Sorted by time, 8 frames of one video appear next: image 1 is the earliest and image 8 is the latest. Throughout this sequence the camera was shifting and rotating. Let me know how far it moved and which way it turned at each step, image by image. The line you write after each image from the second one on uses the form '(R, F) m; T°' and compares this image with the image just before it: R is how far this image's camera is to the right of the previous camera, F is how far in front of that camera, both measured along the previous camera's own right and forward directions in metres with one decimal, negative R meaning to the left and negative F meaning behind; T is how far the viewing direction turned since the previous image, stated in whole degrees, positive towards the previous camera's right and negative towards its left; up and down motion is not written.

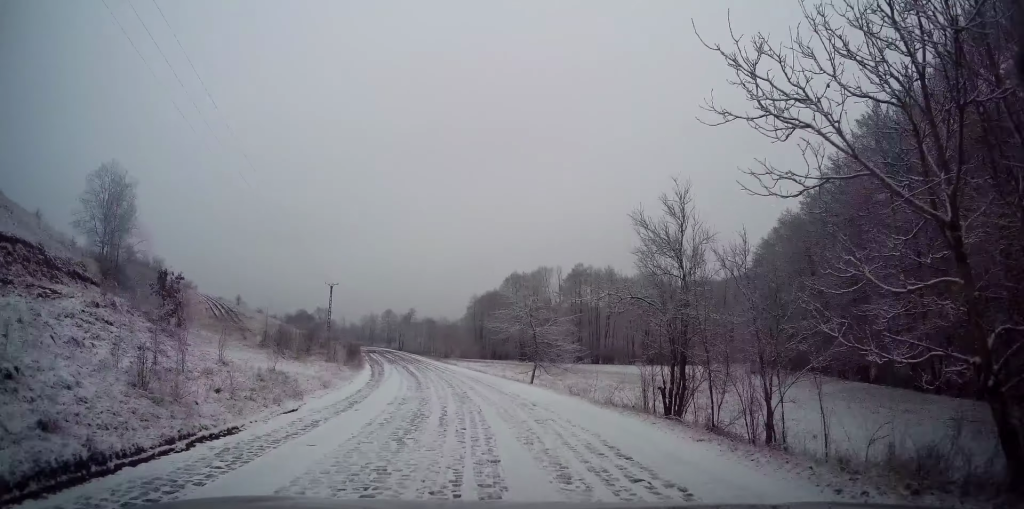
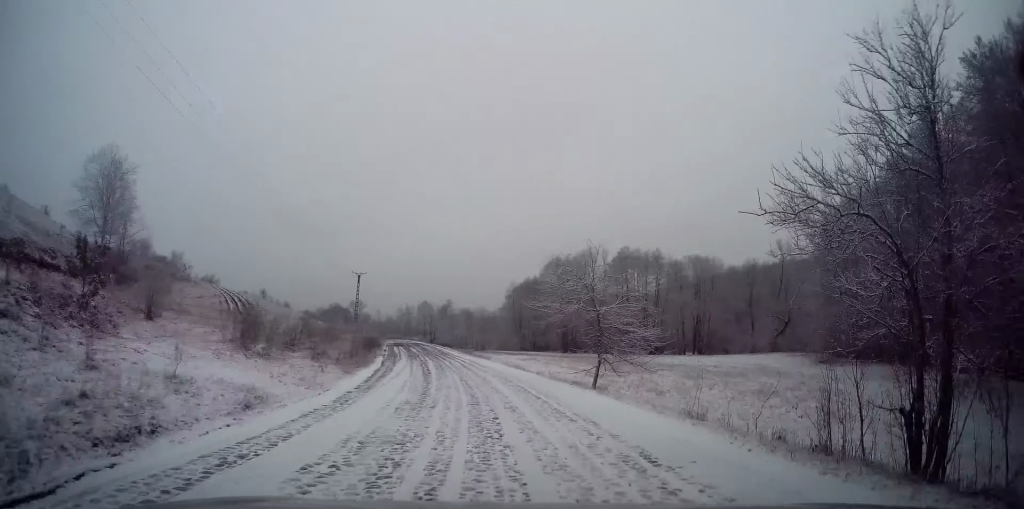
(-0.3, +7.3) m; -3°
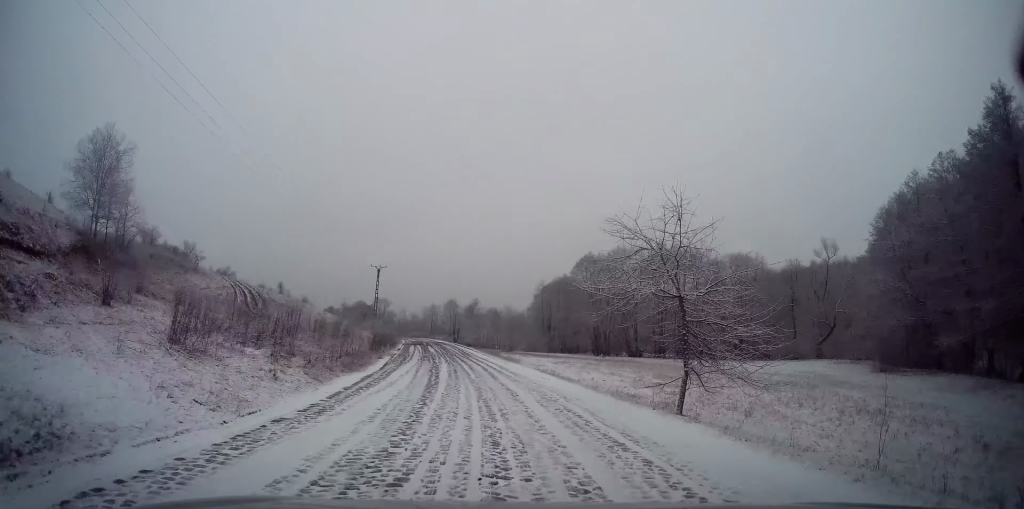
(0.0, +6.1) m; -2°
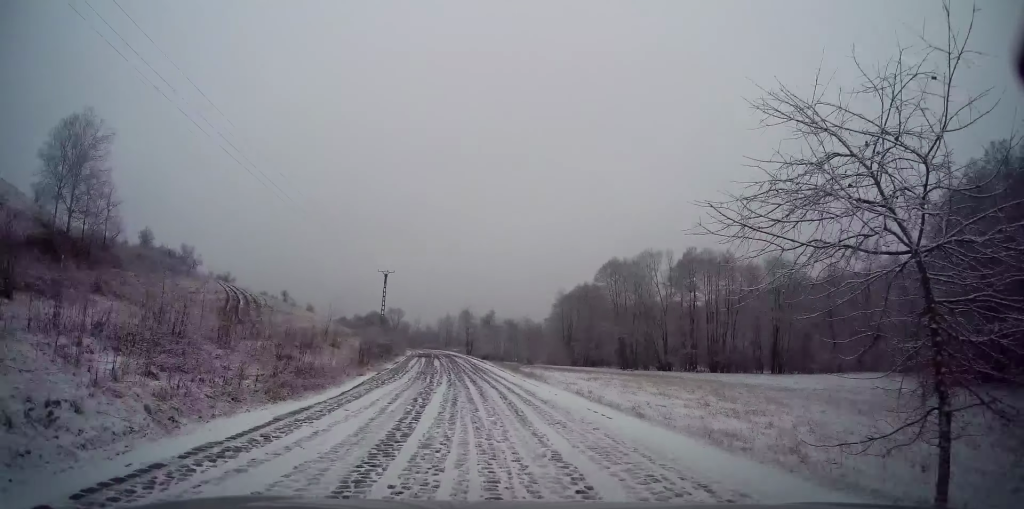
(-0.1, +7.6) m; -2°
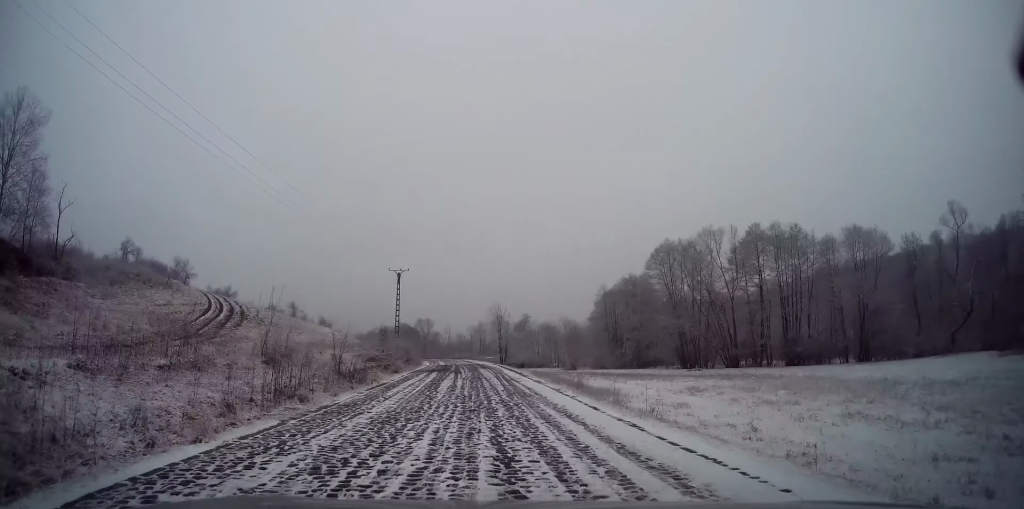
(-0.5, +14.0) m; -2°
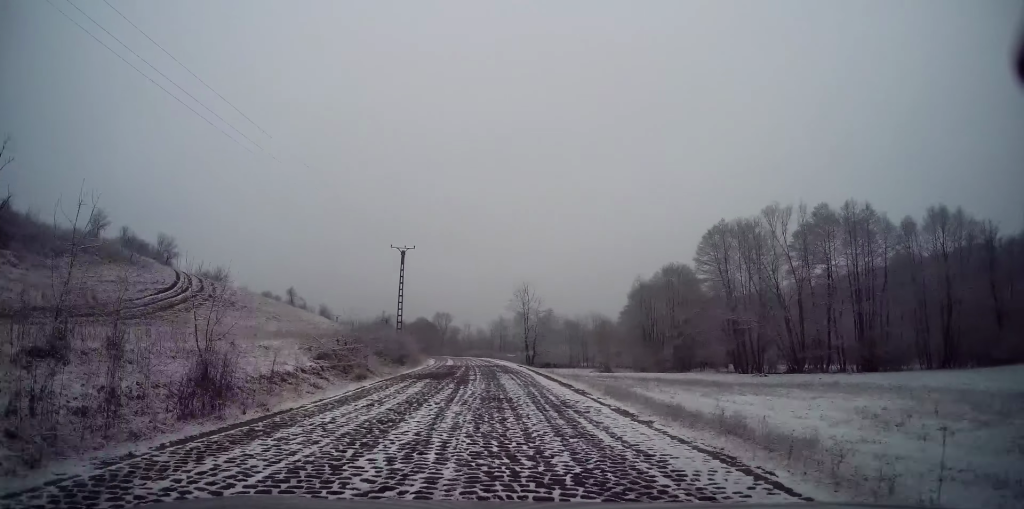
(0.0, +12.3) m; -2°
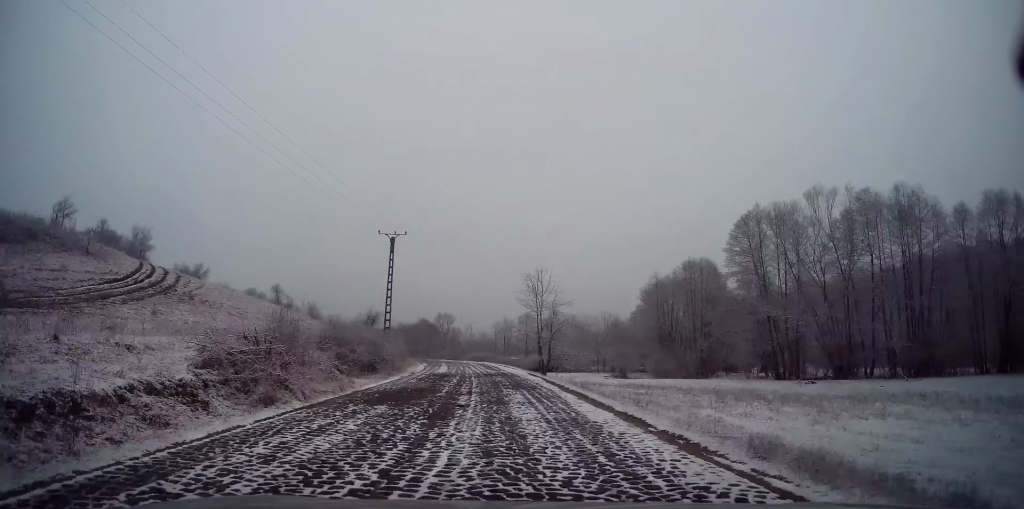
(-0.3, +8.4) m; -1°
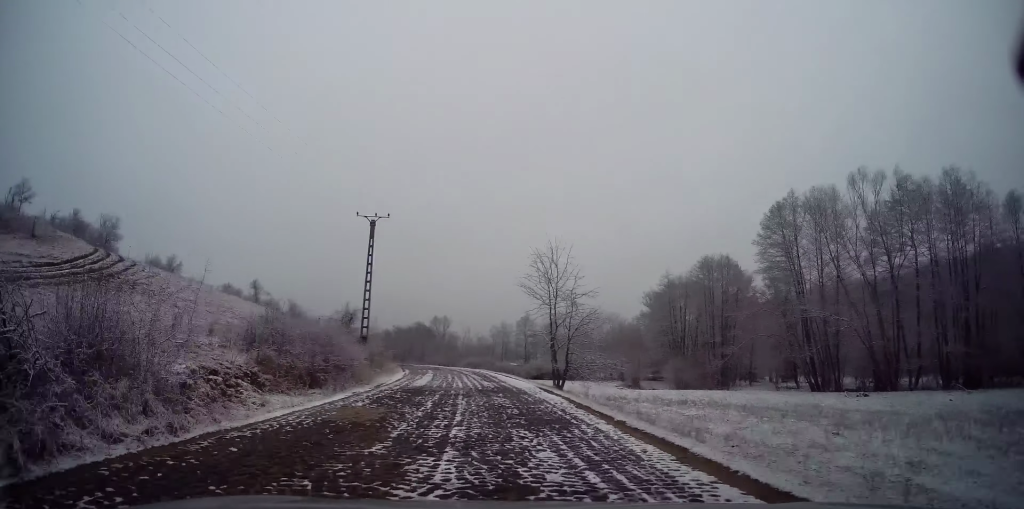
(0.0, +8.0) m; -1°
